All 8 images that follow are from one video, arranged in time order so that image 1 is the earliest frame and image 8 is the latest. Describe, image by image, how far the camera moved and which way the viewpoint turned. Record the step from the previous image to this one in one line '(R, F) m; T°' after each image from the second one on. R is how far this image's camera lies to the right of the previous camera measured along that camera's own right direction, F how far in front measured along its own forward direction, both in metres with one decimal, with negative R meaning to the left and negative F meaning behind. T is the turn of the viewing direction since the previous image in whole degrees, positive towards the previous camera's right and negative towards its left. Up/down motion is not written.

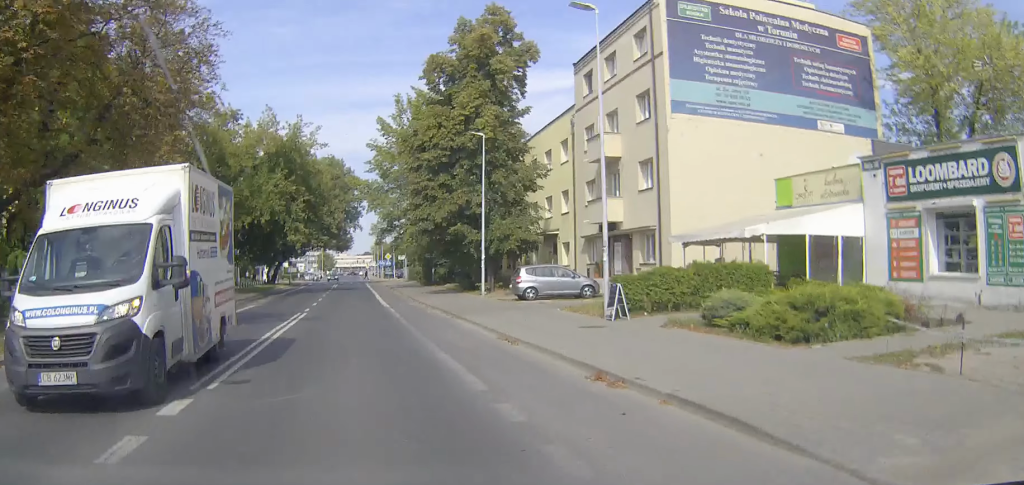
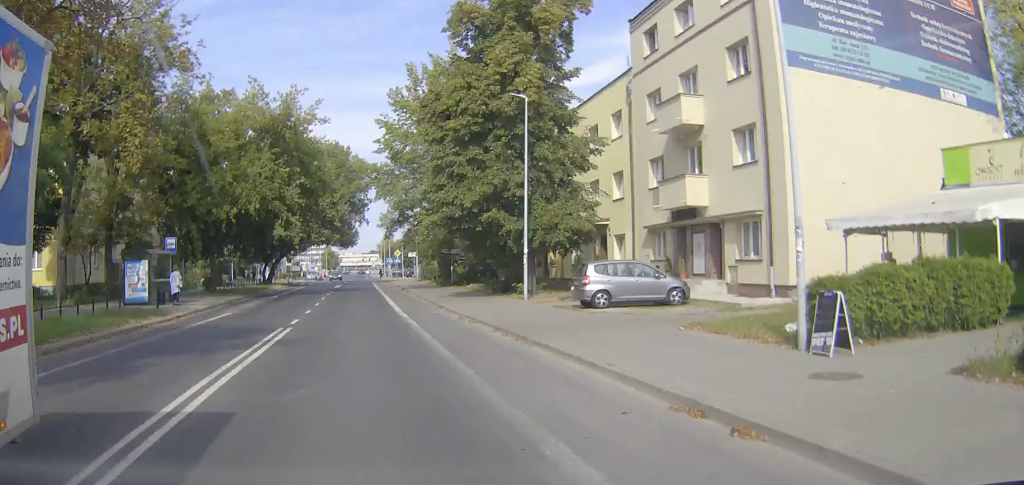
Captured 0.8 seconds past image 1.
(0.0, +8.8) m; 0°
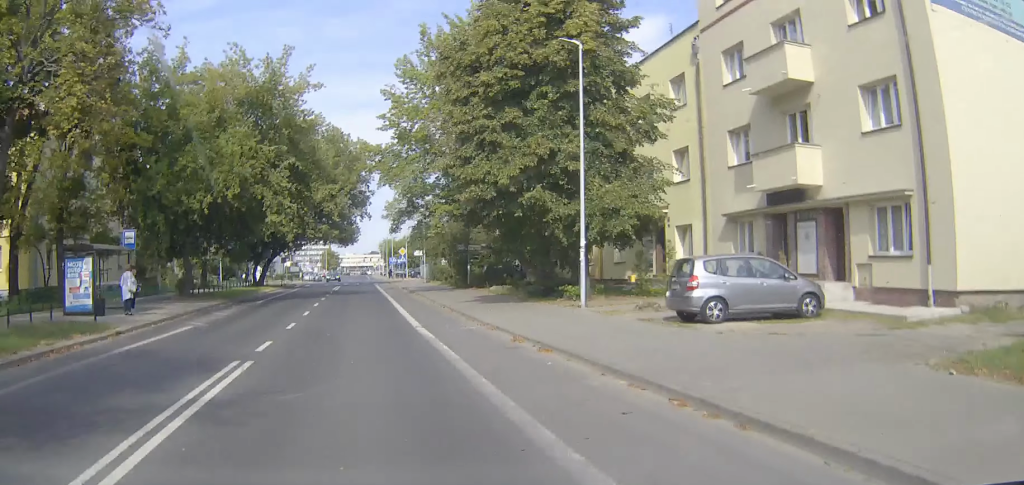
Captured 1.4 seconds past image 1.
(0.0, +8.1) m; 0°
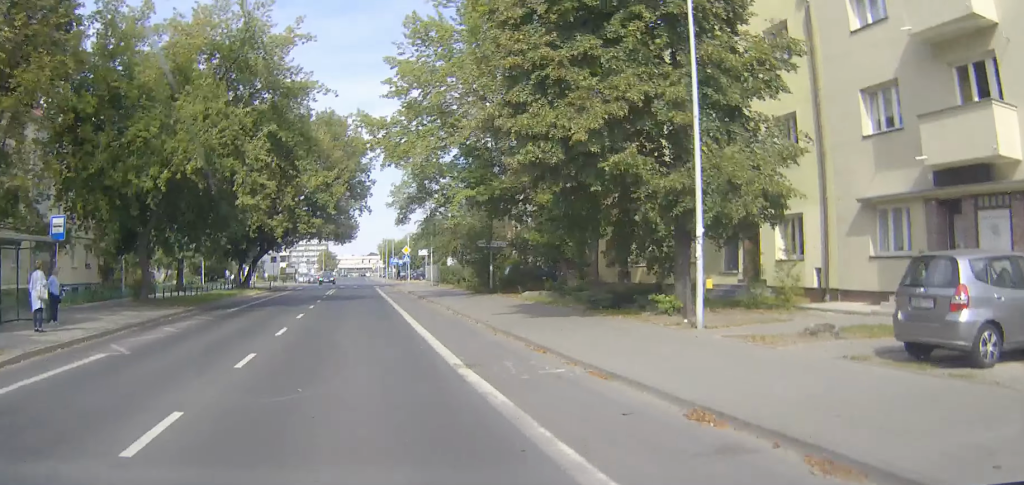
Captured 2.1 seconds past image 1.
(0.0, +8.7) m; 0°
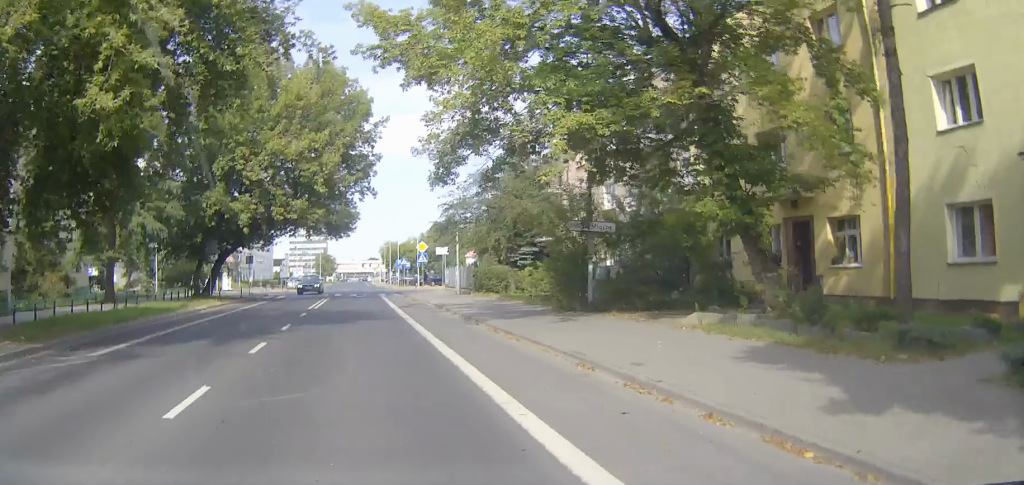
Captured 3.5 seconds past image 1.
(0.0, +16.8) m; 0°
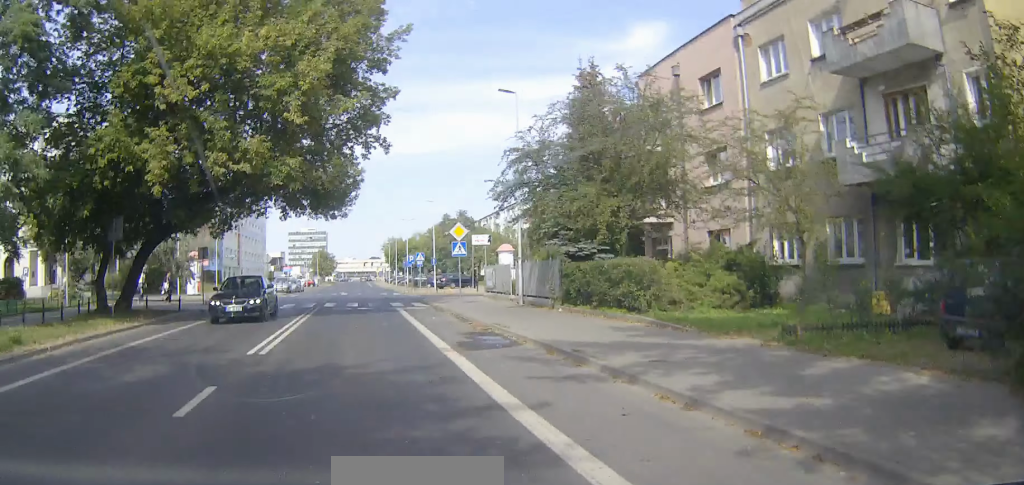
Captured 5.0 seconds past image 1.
(-0.1, +17.5) m; -1°
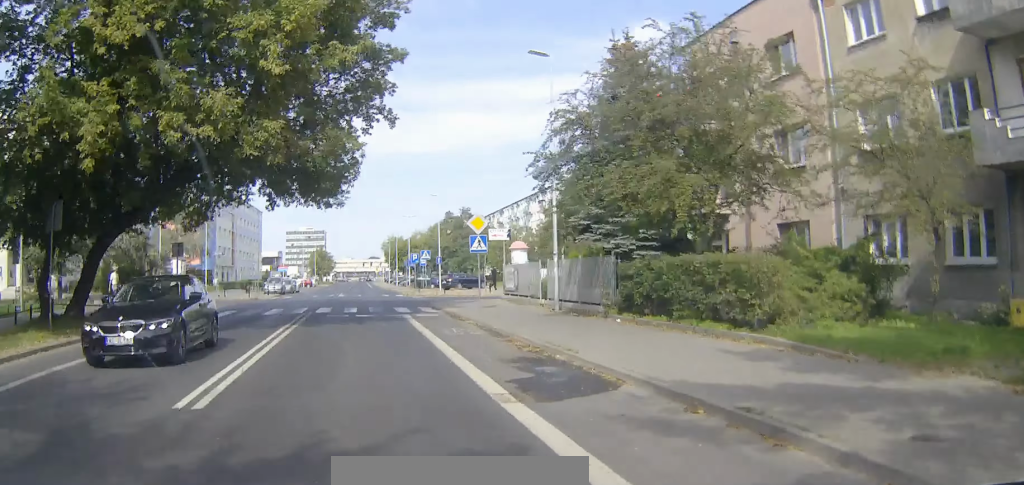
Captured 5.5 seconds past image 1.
(0.0, +5.5) m; 0°
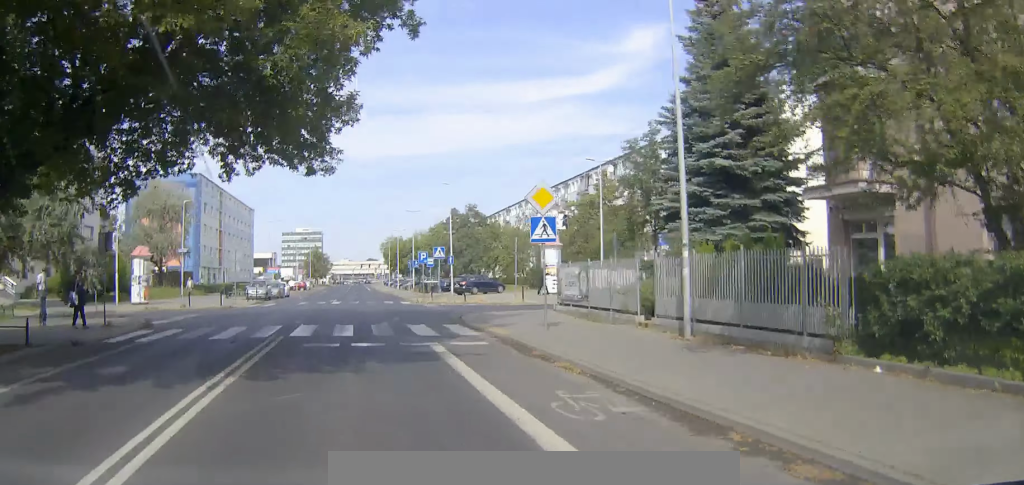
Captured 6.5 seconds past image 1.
(-0.1, +9.9) m; -1°
